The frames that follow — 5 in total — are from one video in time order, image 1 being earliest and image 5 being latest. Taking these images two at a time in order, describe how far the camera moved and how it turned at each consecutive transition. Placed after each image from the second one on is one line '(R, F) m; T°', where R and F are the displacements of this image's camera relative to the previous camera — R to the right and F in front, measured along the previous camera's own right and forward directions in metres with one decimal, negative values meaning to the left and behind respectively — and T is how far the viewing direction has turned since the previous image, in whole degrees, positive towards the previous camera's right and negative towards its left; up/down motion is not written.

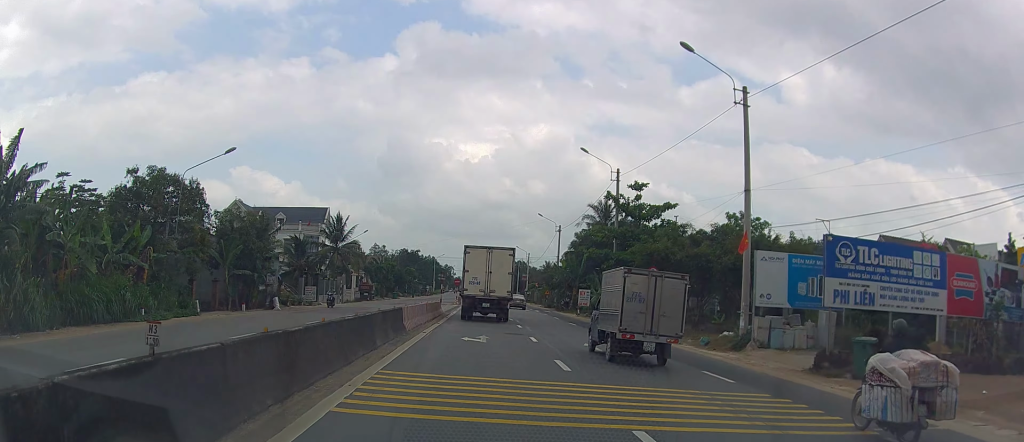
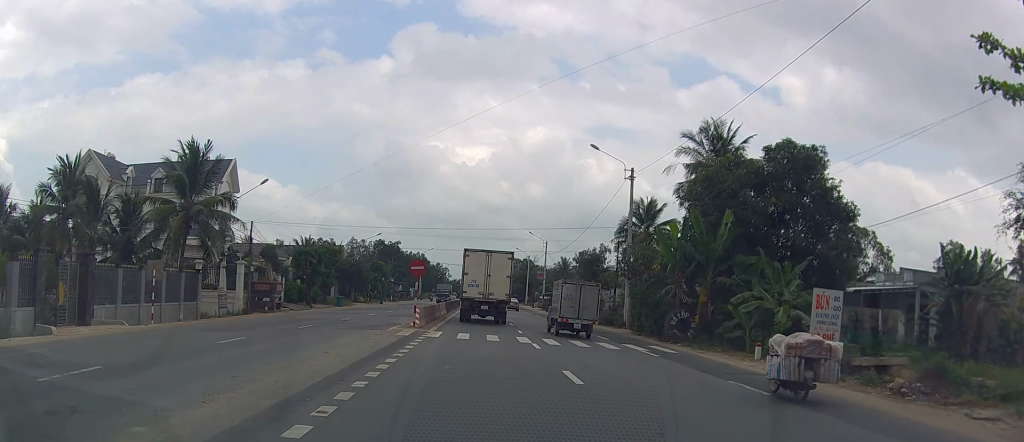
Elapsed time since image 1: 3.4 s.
(0.0, +42.7) m; 0°
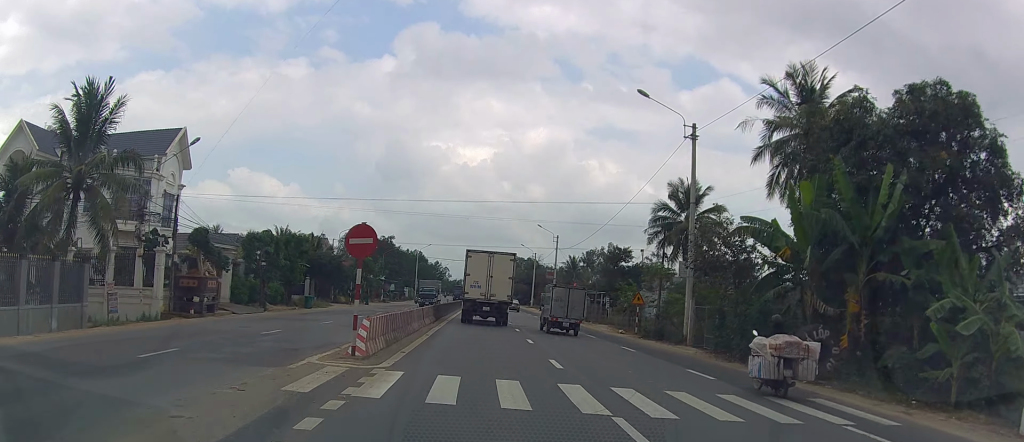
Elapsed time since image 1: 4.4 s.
(0.0, +13.0) m; 0°
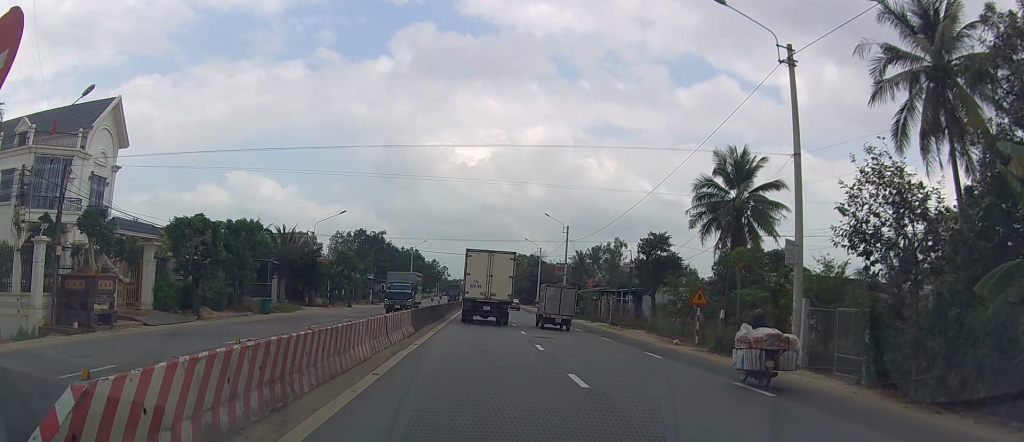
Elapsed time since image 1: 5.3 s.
(0.0, +11.2) m; 0°
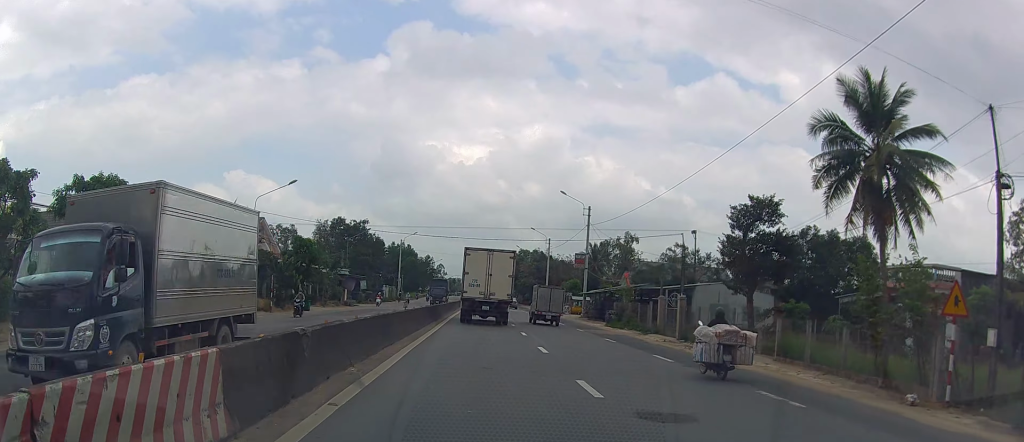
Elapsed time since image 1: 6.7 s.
(0.0, +17.0) m; +1°
